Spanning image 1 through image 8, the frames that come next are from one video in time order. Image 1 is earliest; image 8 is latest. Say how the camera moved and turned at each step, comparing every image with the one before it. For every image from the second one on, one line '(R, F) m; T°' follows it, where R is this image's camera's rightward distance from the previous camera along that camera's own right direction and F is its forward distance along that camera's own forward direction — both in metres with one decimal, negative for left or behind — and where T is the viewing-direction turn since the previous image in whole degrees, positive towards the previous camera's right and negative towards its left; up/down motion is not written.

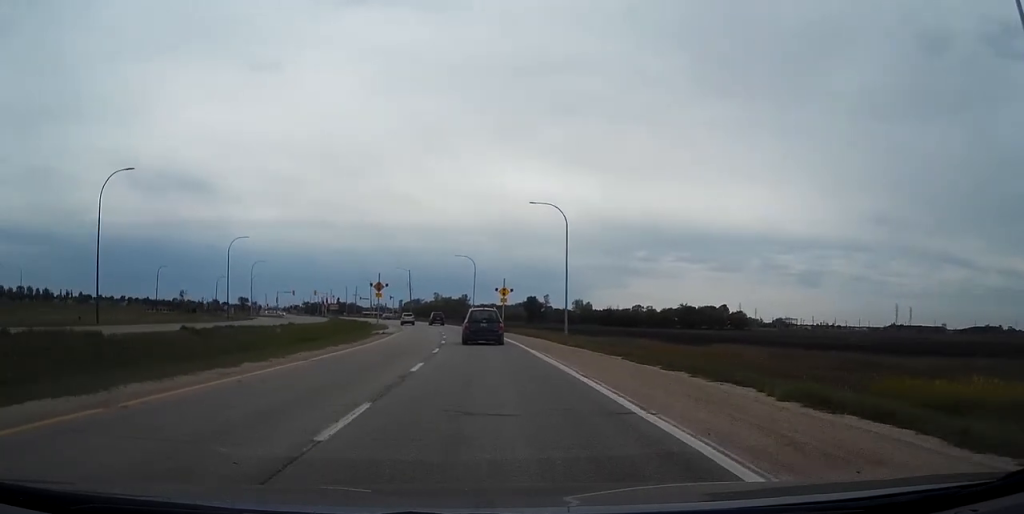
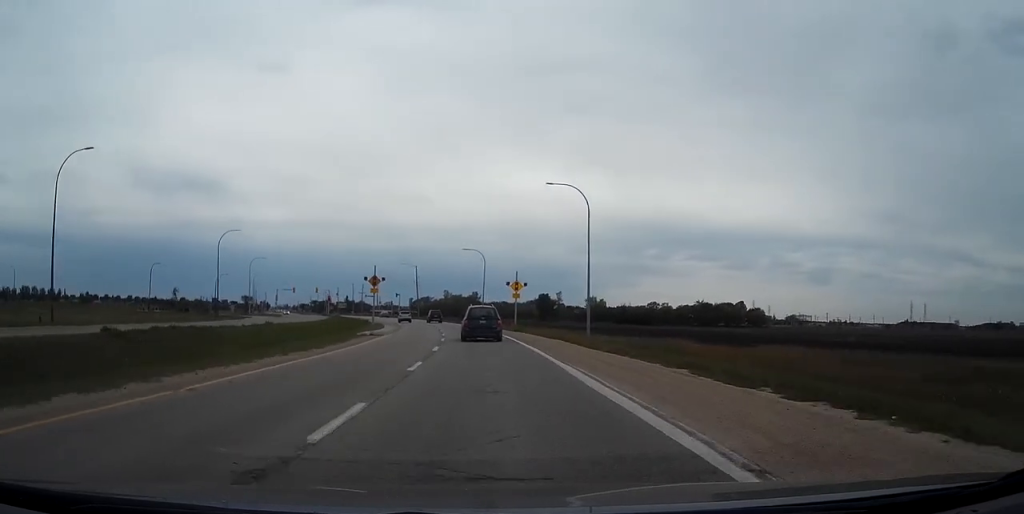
(-0.1, +9.6) m; -1°
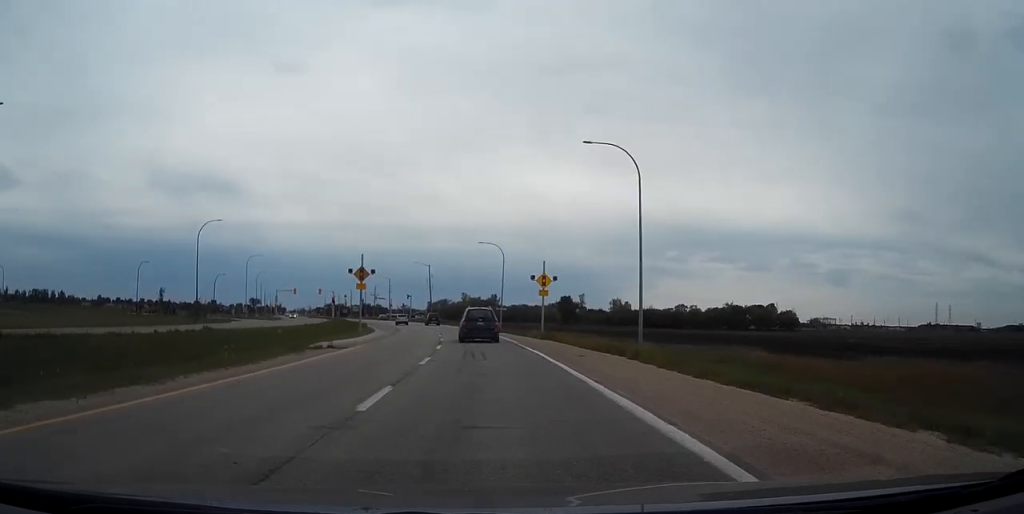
(0.0, +16.0) m; -2°
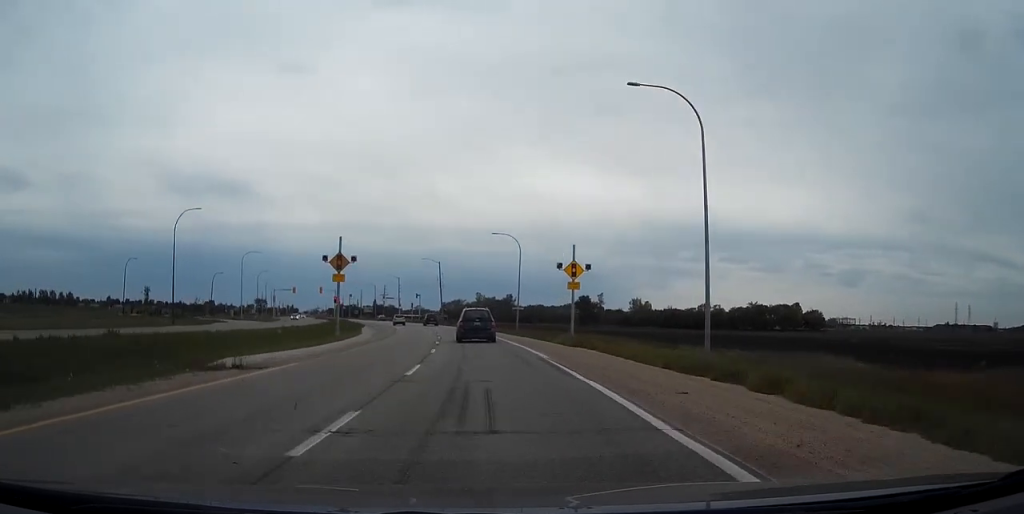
(-0.4, +12.7) m; -2°
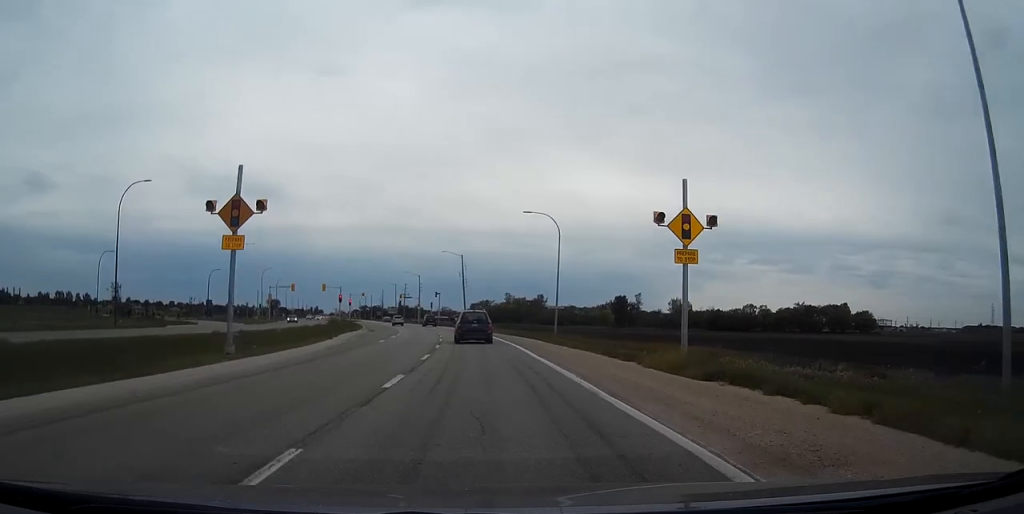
(-0.5, +21.0) m; -2°
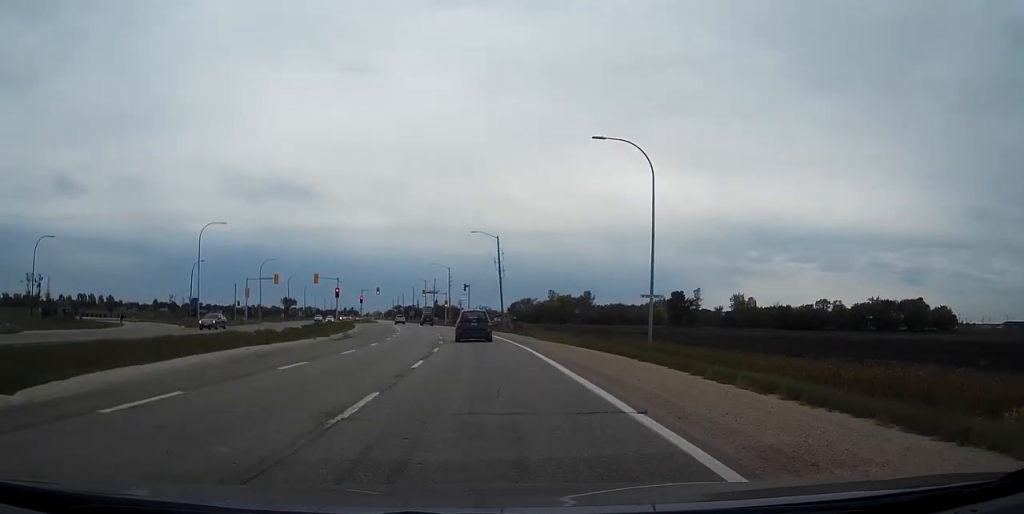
(-0.4, +32.0) m; -1°
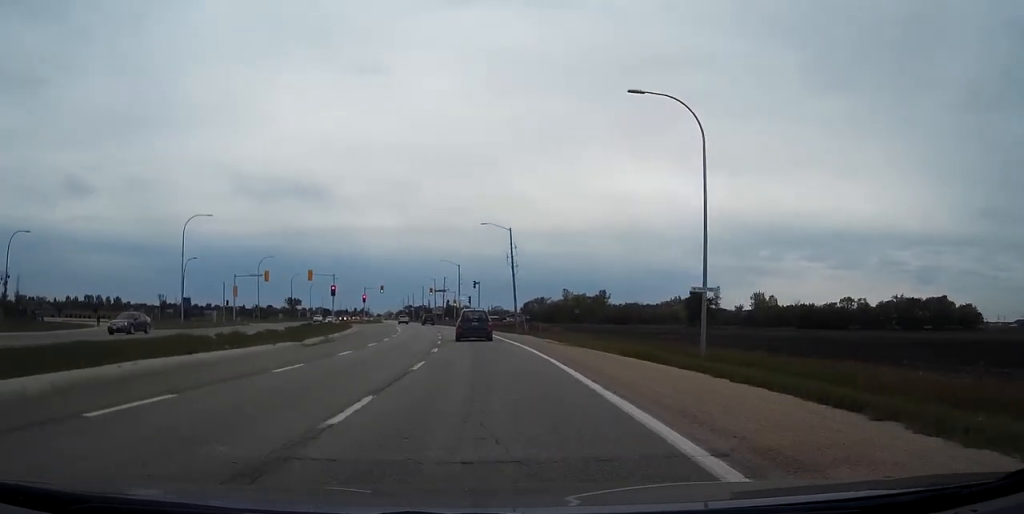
(0.0, +9.5) m; 0°
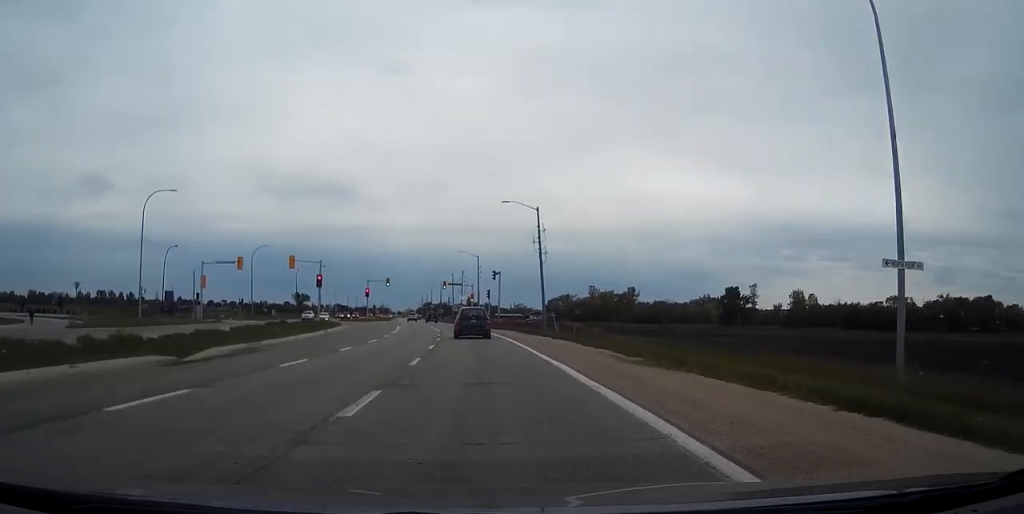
(-0.1, +17.3) m; -1°
